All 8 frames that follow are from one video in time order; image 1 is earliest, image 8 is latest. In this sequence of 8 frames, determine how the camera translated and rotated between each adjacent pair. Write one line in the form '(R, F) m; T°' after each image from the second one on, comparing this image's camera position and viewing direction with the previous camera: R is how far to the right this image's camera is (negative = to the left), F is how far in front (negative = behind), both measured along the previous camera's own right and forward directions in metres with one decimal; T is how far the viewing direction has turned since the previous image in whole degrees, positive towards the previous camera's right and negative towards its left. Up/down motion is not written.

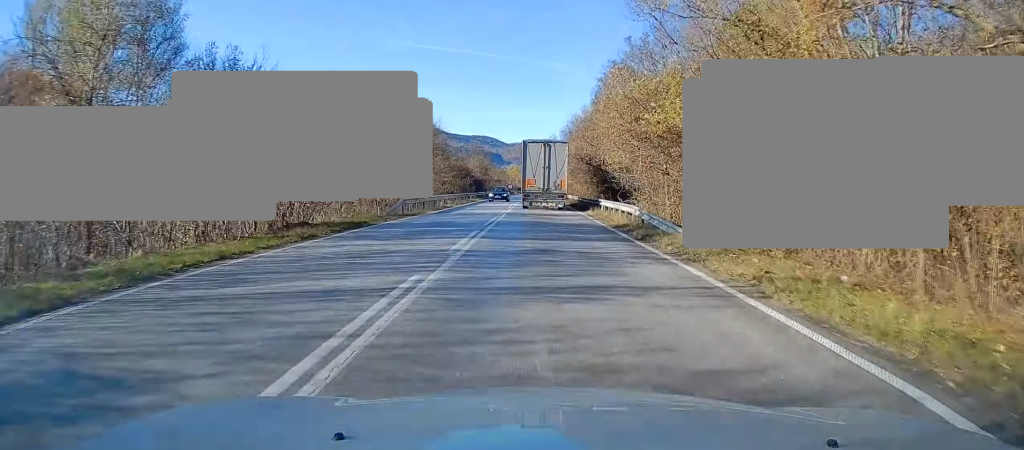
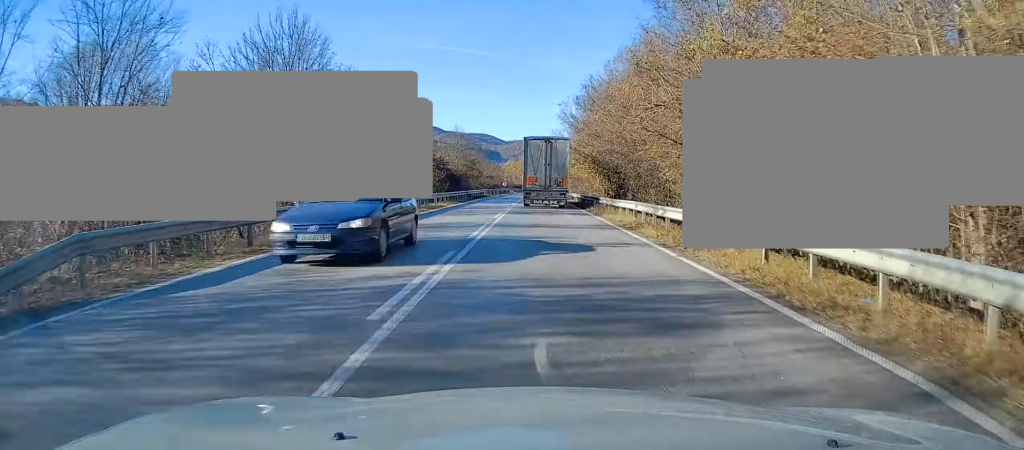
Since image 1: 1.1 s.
(+0.1, +23.9) m; 0°
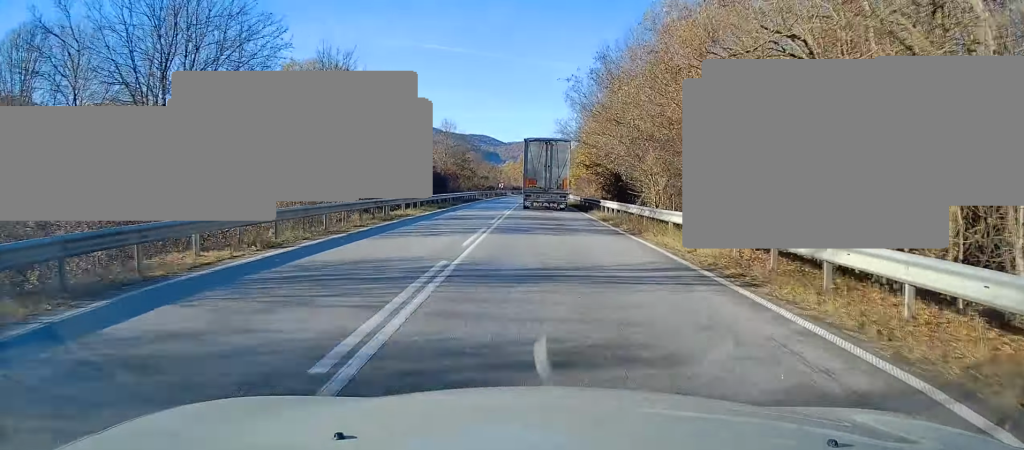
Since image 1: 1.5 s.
(+0.1, +10.5) m; 0°
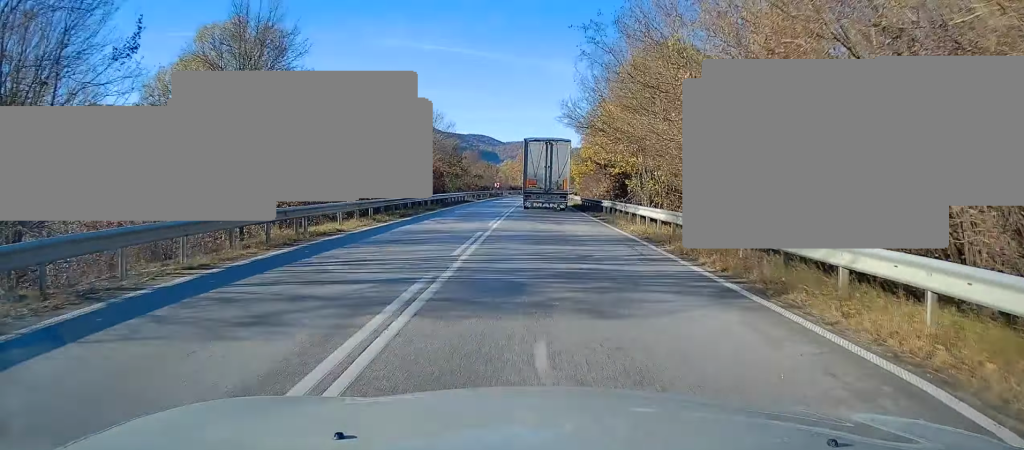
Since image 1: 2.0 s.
(0.0, +10.6) m; 0°
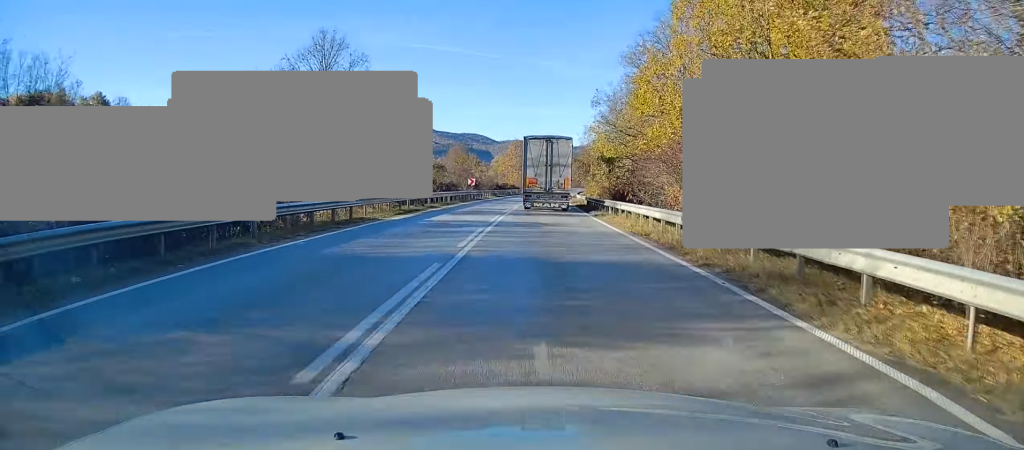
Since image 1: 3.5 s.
(+0.2, +35.2) m; +1°
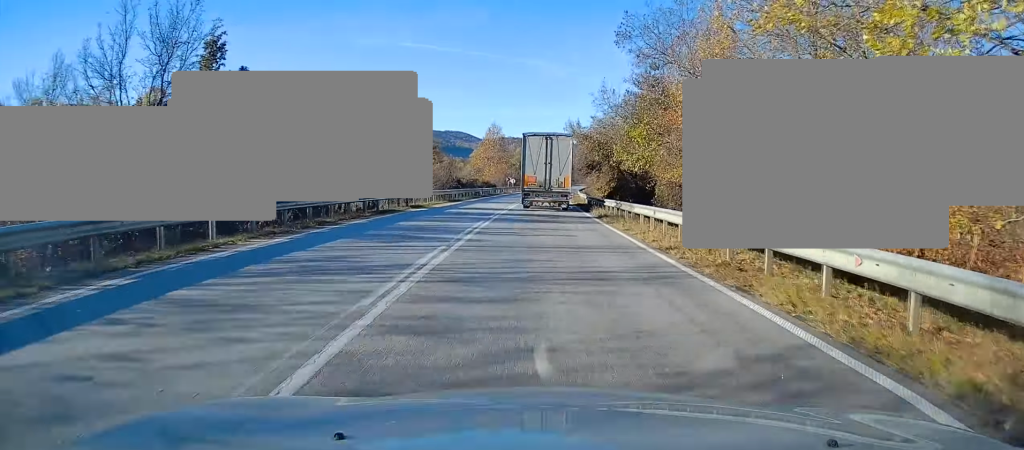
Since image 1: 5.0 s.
(+0.3, +34.1) m; +1°
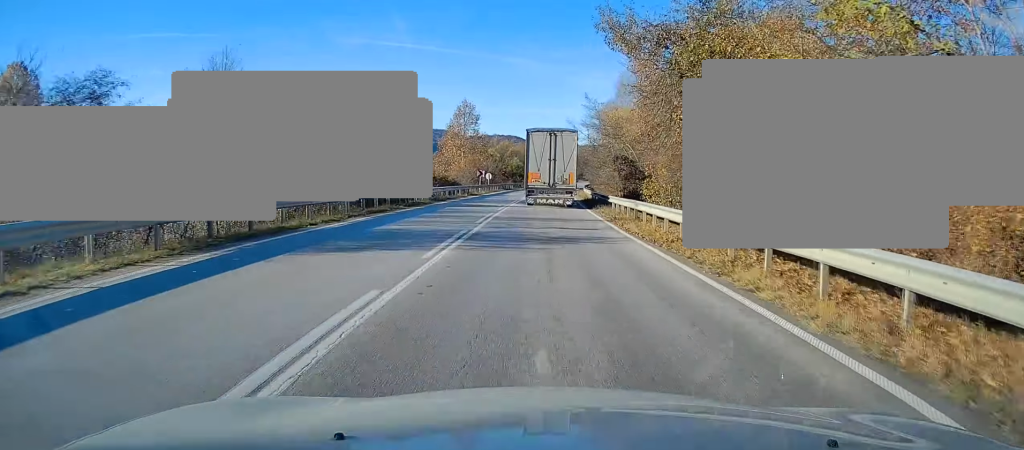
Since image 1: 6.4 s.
(-0.1, +32.6) m; 0°
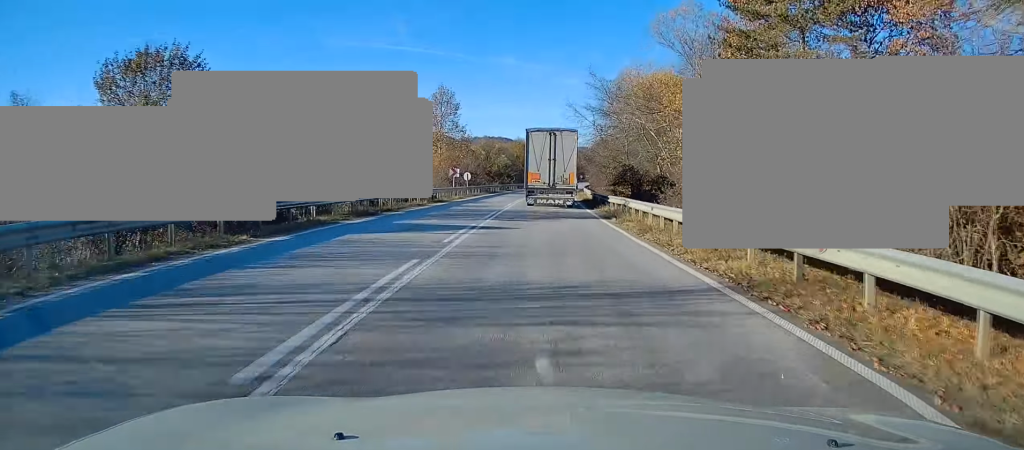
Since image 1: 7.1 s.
(+0.1, +15.4) m; +1°
